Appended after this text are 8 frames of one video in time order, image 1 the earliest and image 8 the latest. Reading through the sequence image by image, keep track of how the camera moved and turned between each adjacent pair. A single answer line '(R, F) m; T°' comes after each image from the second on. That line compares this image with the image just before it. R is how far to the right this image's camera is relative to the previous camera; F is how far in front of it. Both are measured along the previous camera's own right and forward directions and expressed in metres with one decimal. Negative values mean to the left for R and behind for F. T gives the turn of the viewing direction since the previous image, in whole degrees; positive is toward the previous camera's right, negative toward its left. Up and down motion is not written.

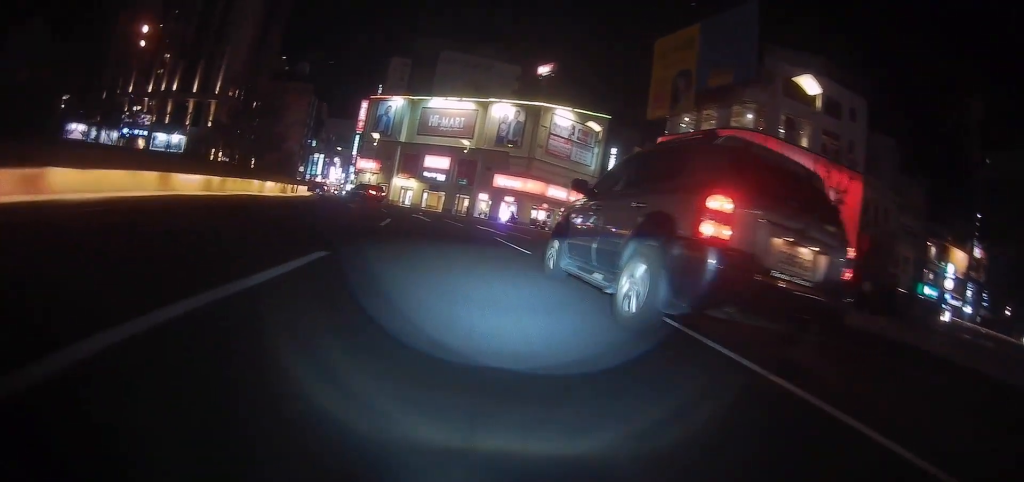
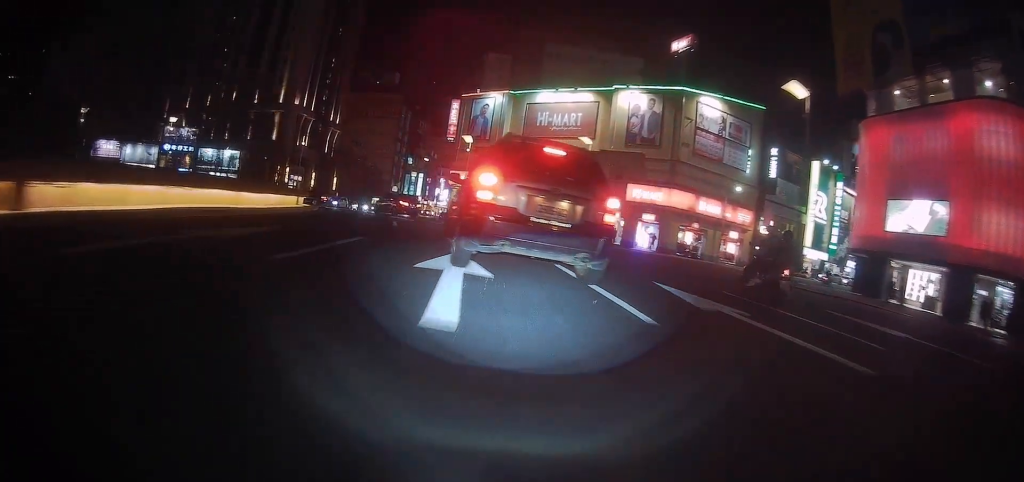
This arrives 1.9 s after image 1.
(-1.2, +14.7) m; -11°
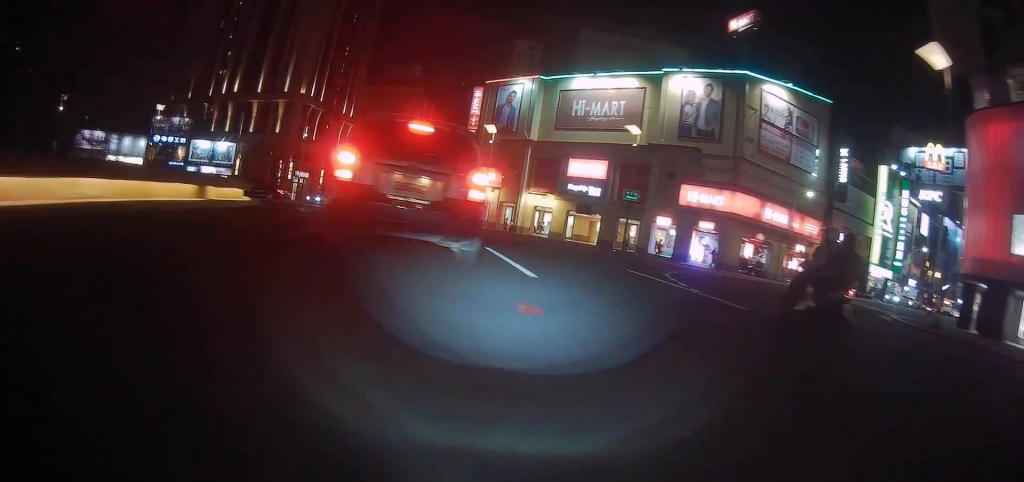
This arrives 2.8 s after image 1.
(-0.5, +7.7) m; -8°
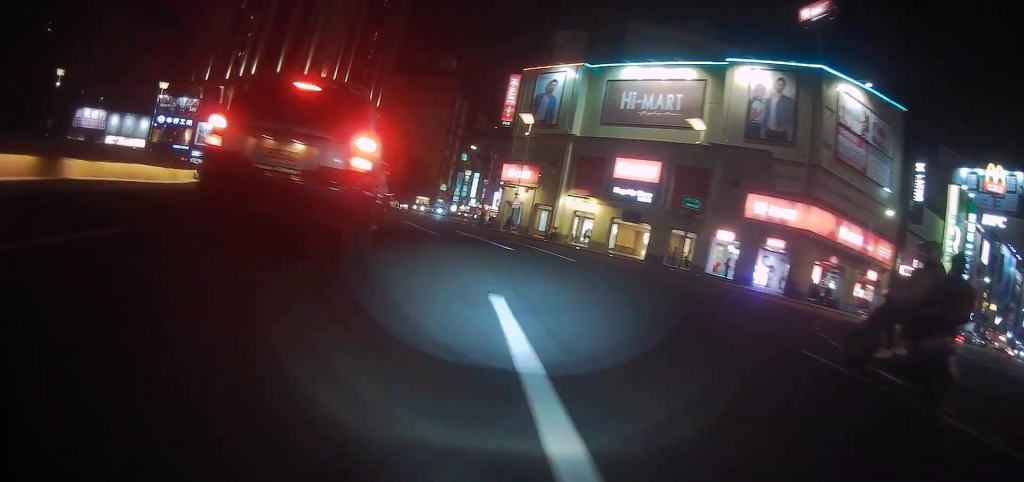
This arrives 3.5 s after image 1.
(-0.5, +6.0) m; -6°
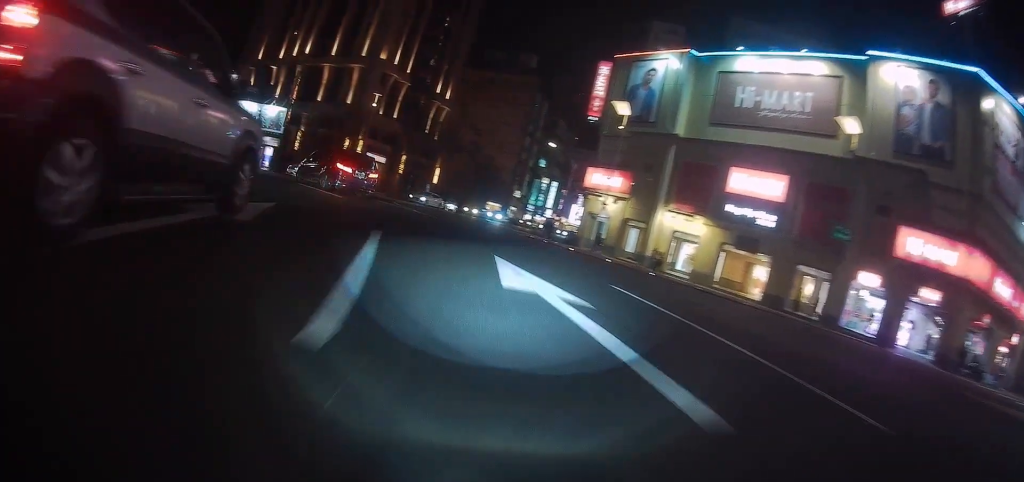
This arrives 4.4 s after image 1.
(-0.5, +8.0) m; -6°
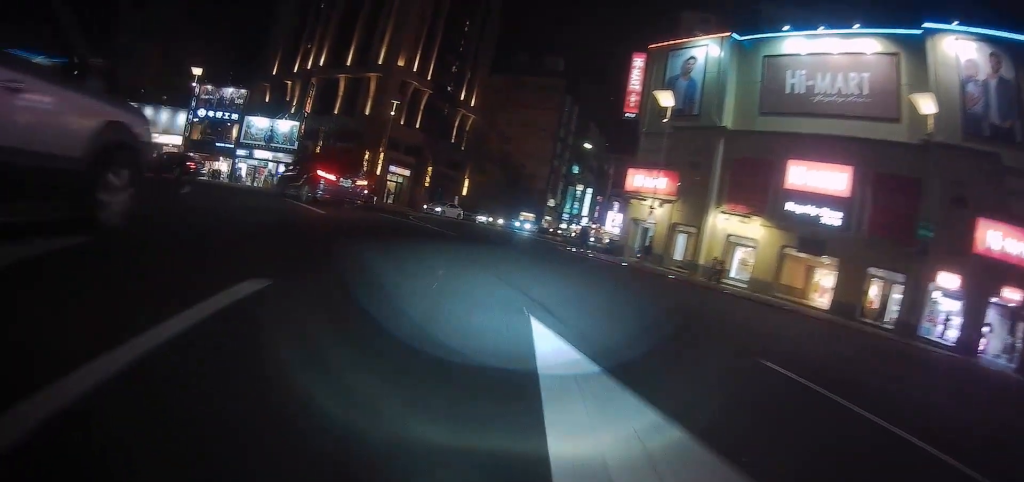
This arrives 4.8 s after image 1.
(0.0, +3.5) m; -2°
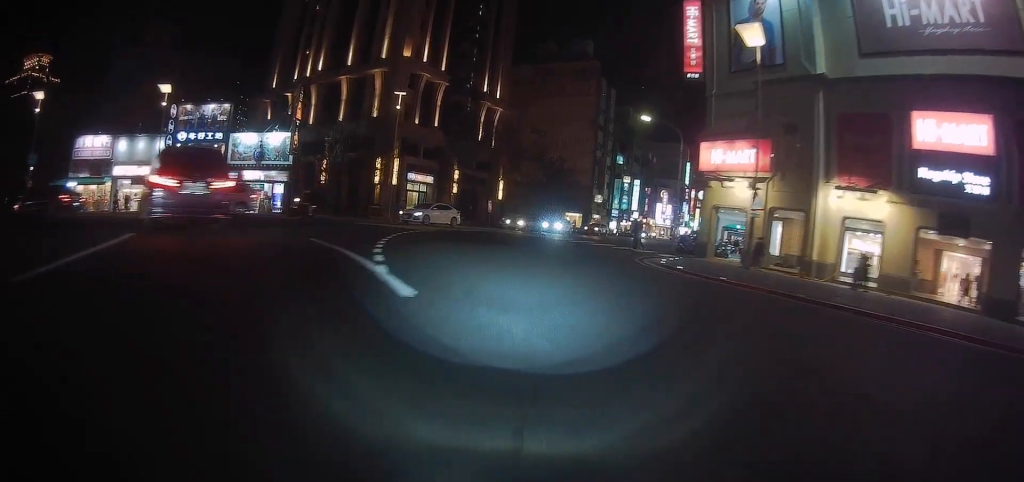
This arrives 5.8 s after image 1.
(-0.3, +8.5) m; -6°
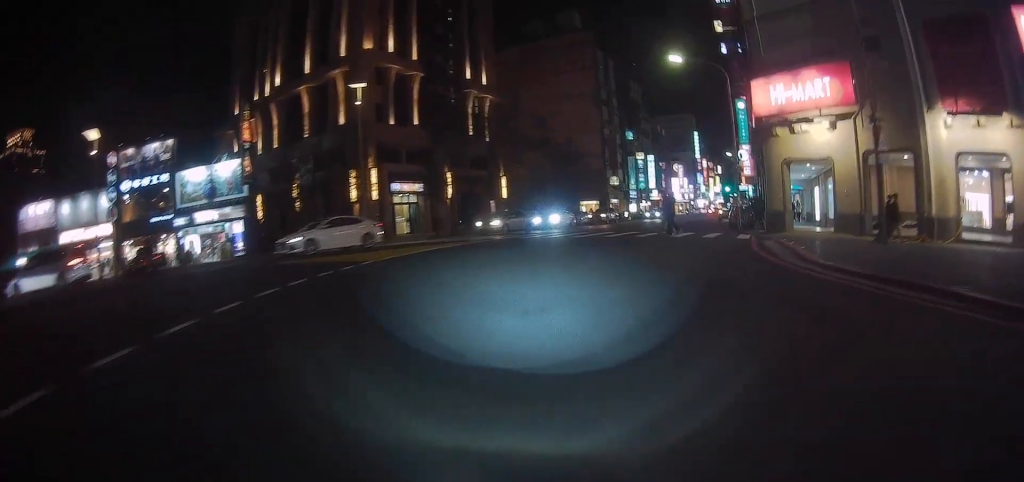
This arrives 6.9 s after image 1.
(-0.6, +7.5) m; -6°
